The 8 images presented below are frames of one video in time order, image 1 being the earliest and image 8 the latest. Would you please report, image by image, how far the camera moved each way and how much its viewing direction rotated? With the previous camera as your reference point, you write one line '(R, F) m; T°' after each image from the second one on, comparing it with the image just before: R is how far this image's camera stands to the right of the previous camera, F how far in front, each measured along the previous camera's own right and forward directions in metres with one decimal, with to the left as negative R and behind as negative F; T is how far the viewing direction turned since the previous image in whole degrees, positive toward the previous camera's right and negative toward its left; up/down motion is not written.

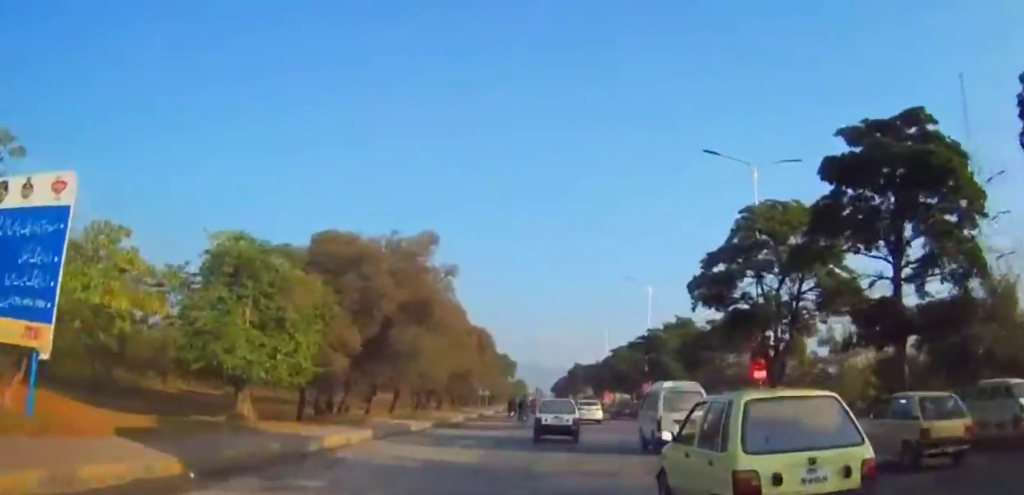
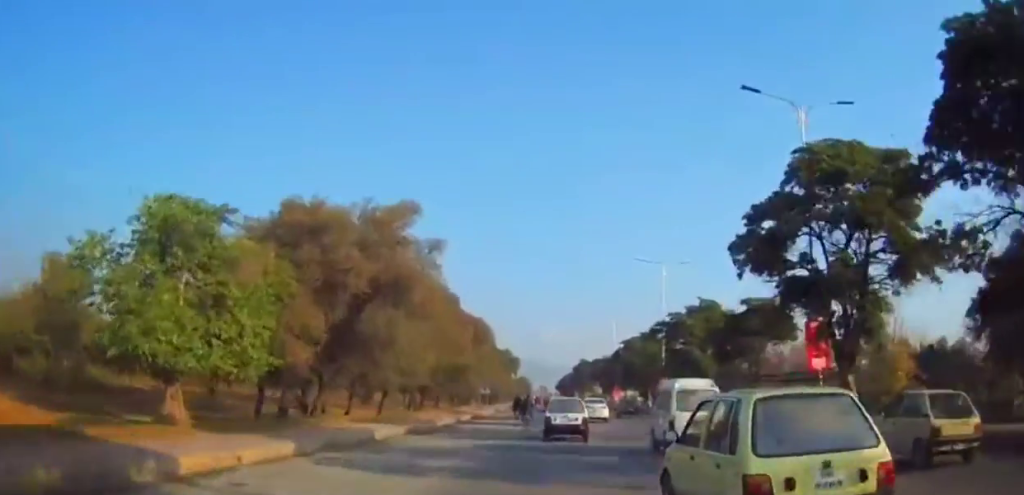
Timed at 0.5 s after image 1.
(0.0, +6.7) m; 0°
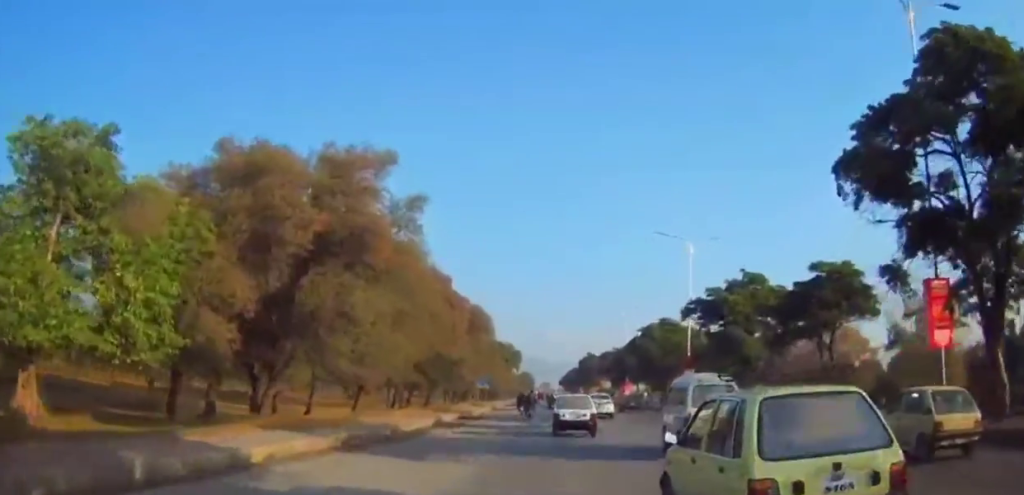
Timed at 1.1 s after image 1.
(0.0, +8.6) m; 0°
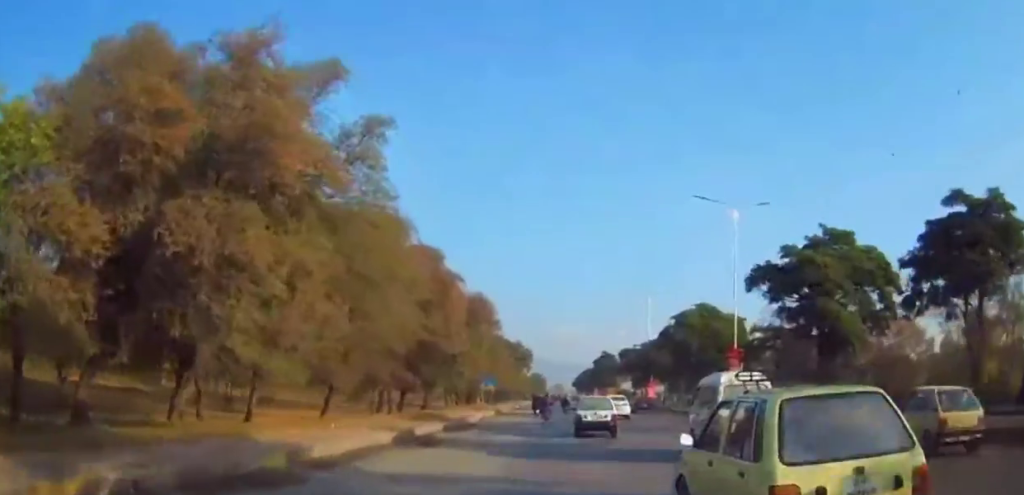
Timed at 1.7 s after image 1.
(0.0, +9.6) m; 0°
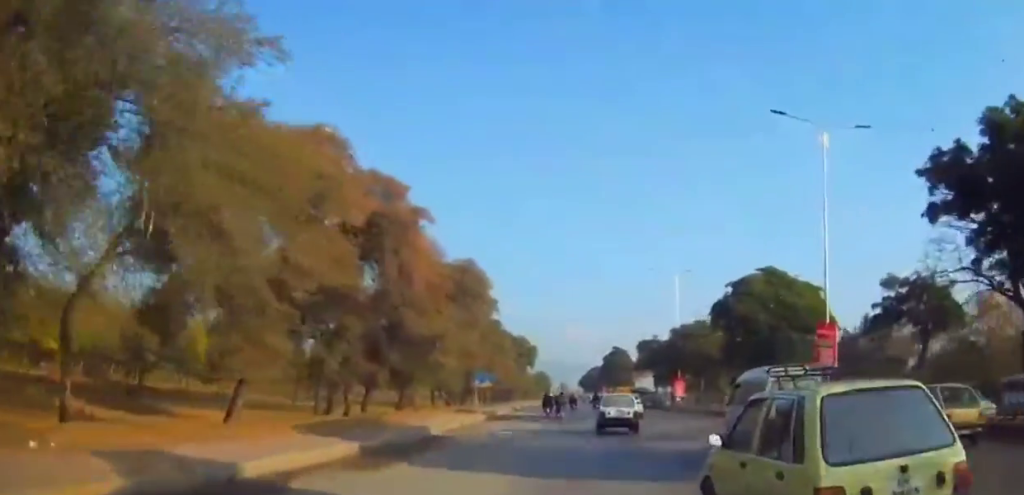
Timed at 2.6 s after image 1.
(0.0, +13.2) m; 0°
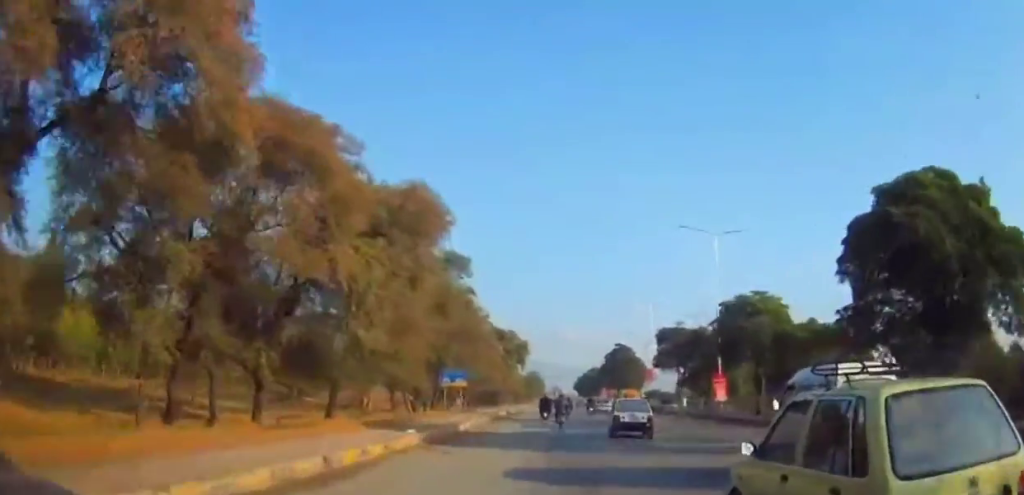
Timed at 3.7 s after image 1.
(+0.1, +16.7) m; 0°
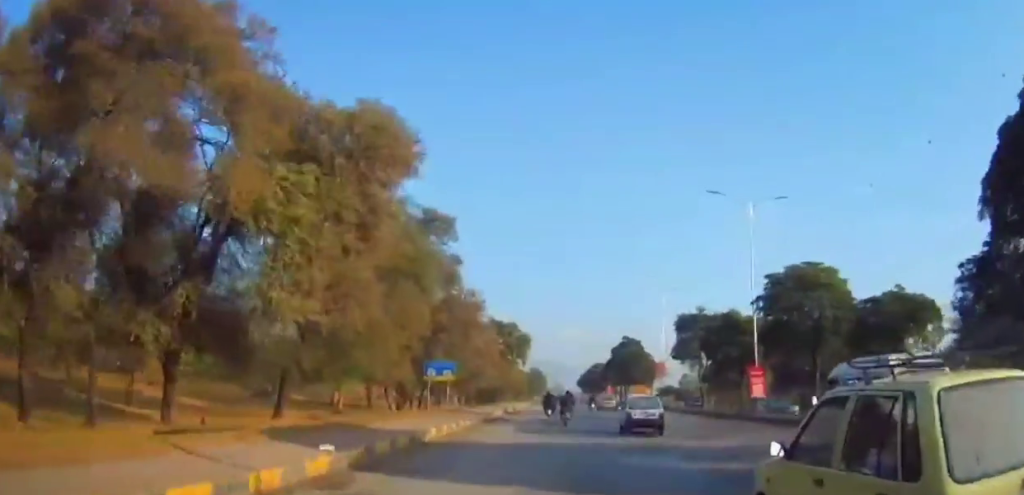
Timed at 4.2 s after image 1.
(+0.1, +7.8) m; 0°
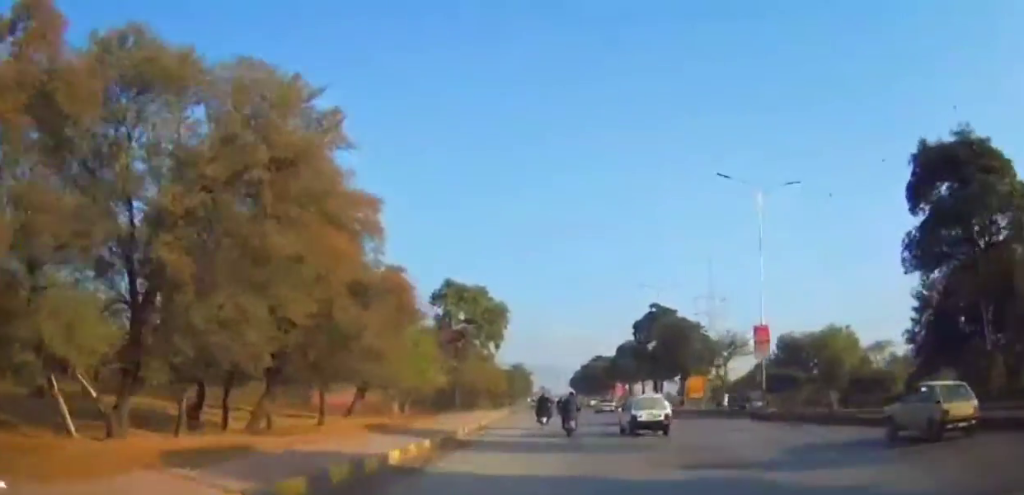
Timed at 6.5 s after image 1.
(+0.5, +37.3) m; +2°
